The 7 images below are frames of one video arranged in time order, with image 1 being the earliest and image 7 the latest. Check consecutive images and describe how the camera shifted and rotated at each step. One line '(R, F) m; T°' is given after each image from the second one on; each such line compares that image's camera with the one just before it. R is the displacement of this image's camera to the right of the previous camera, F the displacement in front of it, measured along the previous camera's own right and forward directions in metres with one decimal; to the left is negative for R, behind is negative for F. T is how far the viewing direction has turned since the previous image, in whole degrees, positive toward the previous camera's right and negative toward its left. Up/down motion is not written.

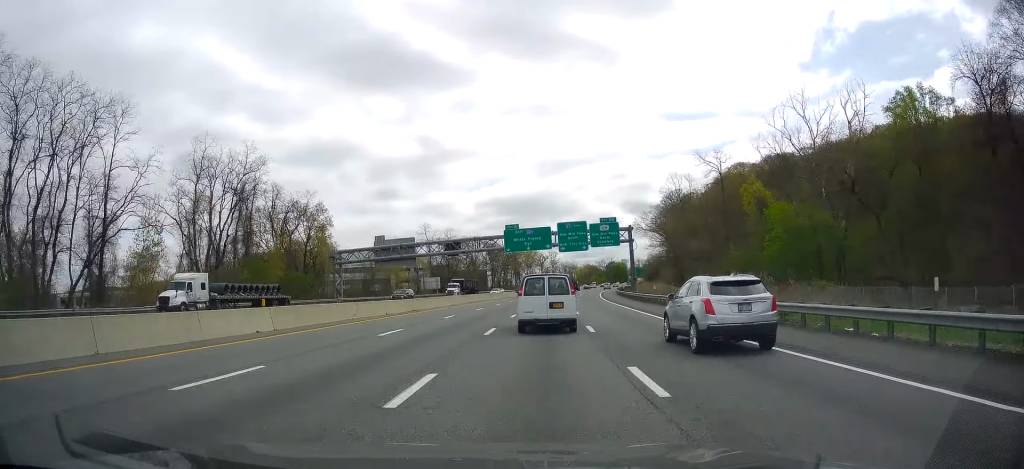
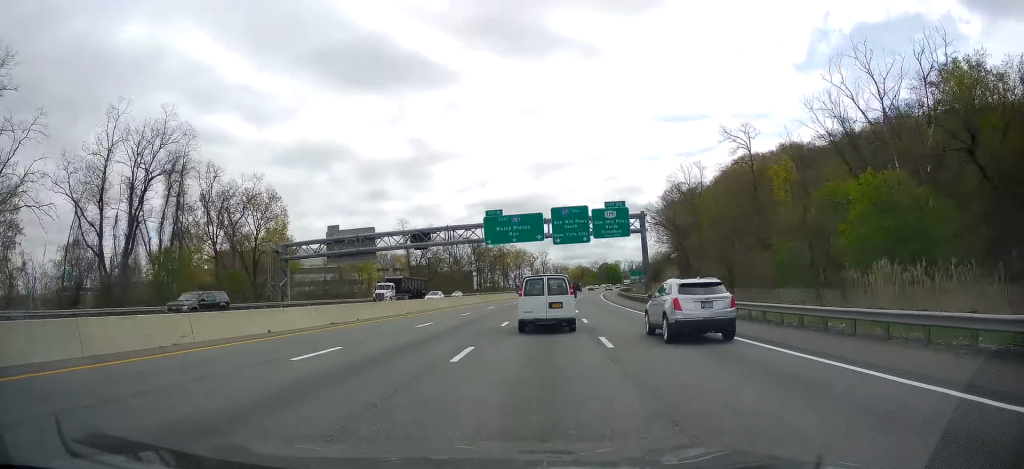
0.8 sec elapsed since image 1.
(+0.5, +19.1) m; +1°
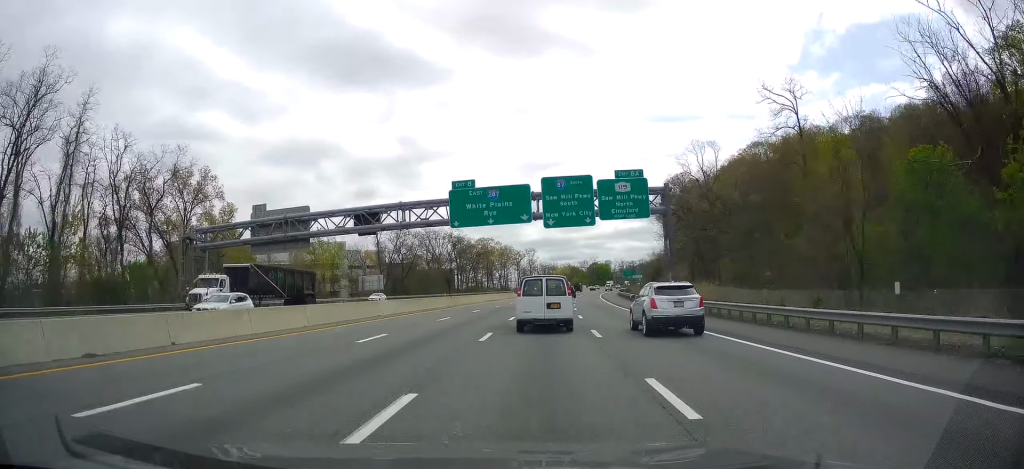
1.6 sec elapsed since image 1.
(-0.4, +19.7) m; 0°
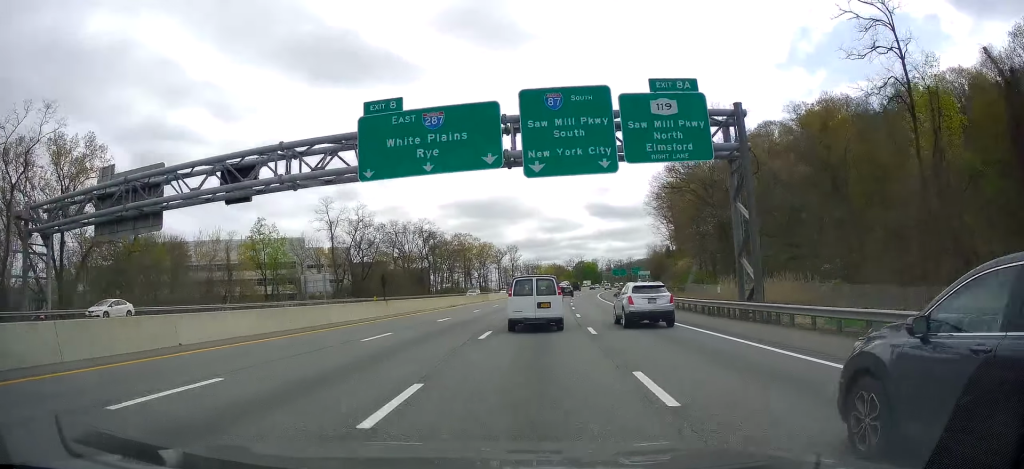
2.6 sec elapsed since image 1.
(+0.6, +23.5) m; +3°
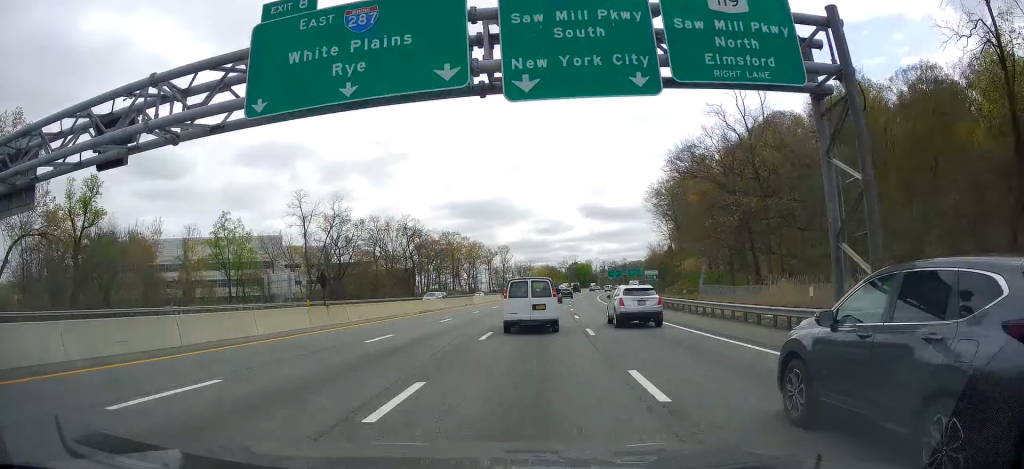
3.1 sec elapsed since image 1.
(+0.3, +11.7) m; +1°
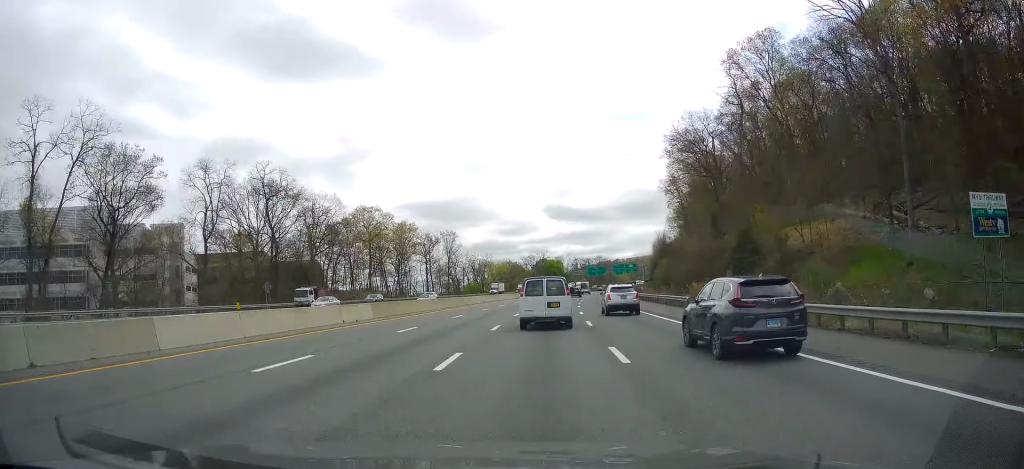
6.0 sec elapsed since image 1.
(+0.8, +67.9) m; +1°
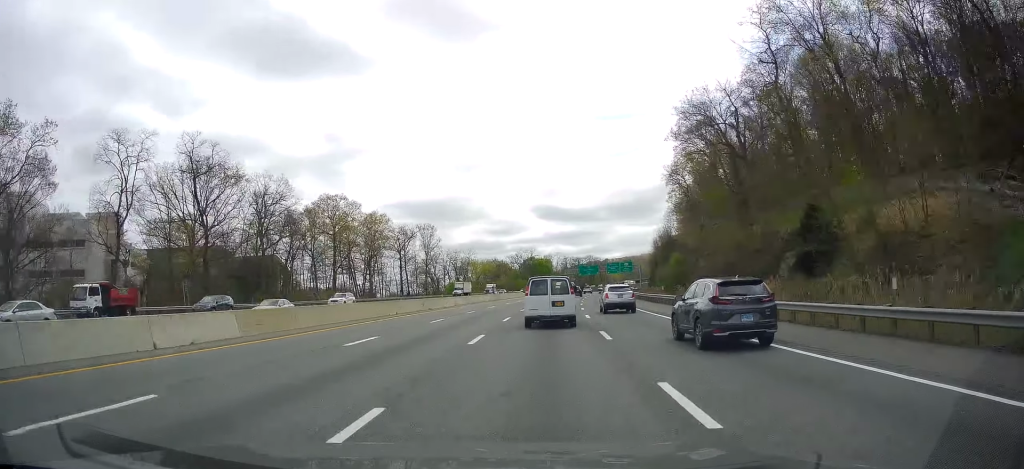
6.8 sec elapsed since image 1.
(+0.1, +18.3) m; +2°
